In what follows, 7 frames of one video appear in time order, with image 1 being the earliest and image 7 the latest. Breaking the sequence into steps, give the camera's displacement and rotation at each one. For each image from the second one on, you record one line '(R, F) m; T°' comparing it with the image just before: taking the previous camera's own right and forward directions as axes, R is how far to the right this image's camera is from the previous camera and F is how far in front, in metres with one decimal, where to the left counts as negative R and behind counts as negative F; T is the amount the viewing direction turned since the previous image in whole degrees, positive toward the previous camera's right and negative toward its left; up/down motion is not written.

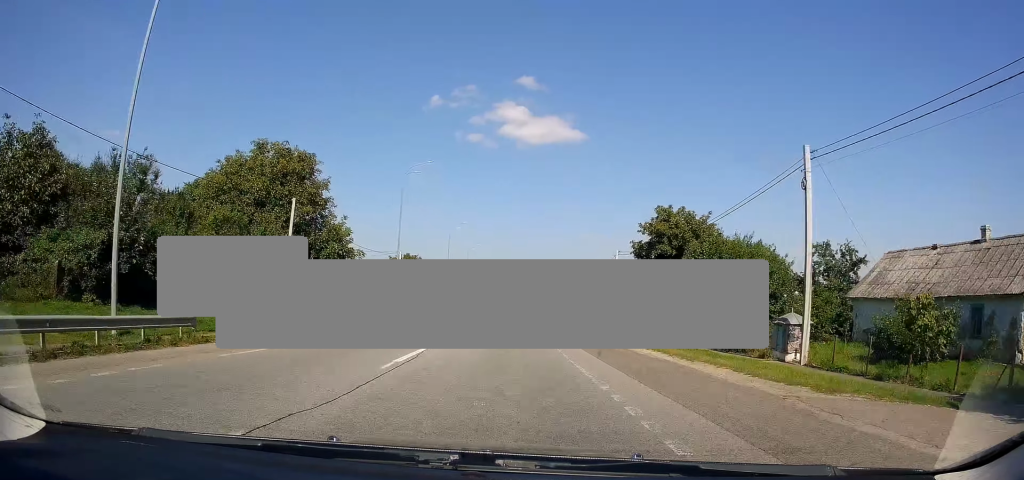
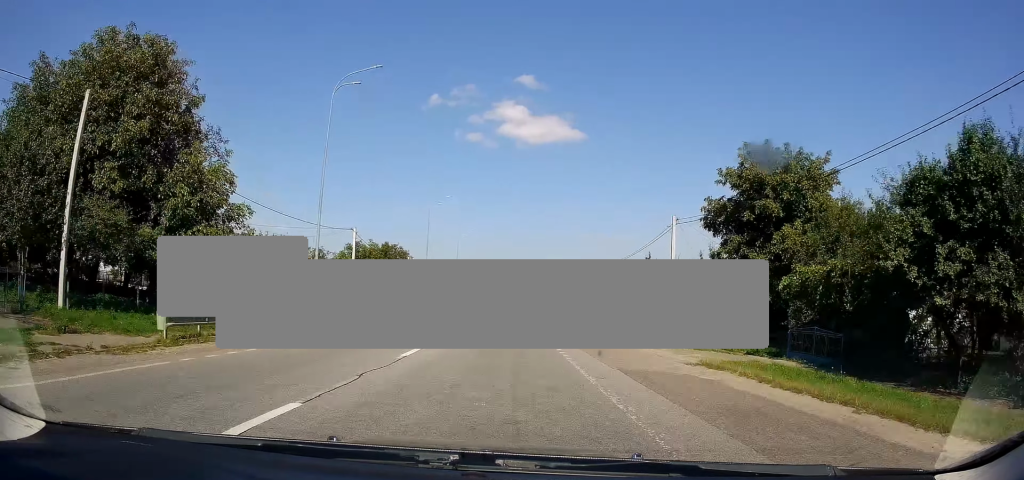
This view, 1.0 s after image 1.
(-0.3, +21.4) m; 0°
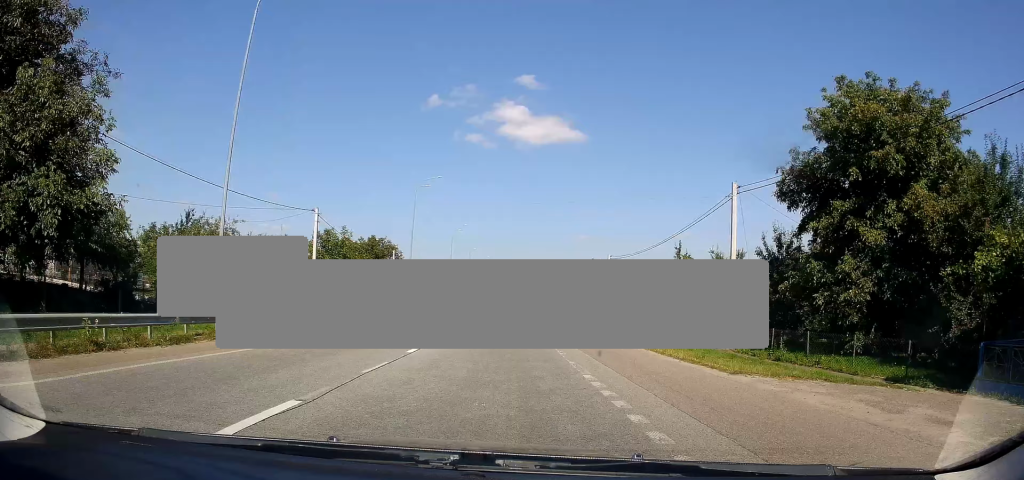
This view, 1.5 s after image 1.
(+0.1, +10.7) m; 0°
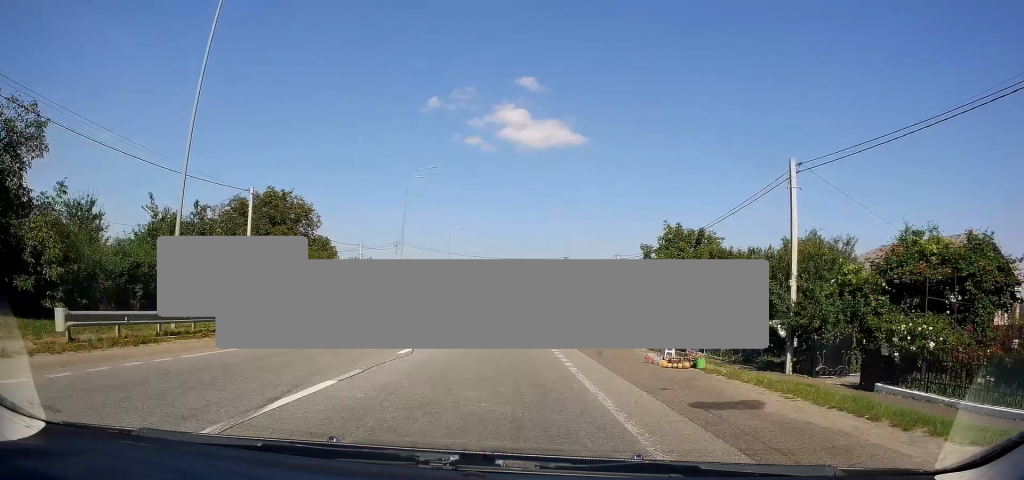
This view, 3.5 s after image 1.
(+0.1, +41.9) m; 0°
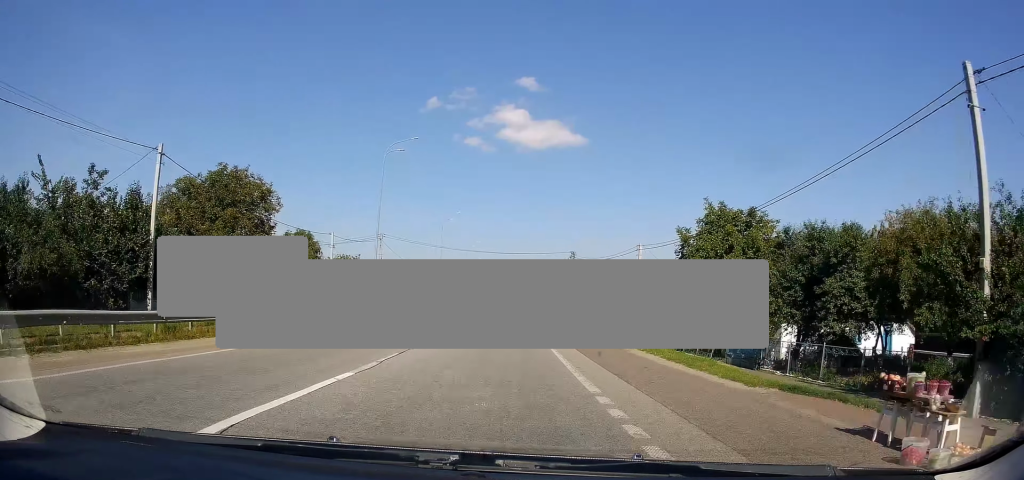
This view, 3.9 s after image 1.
(-0.2, +9.8) m; 0°
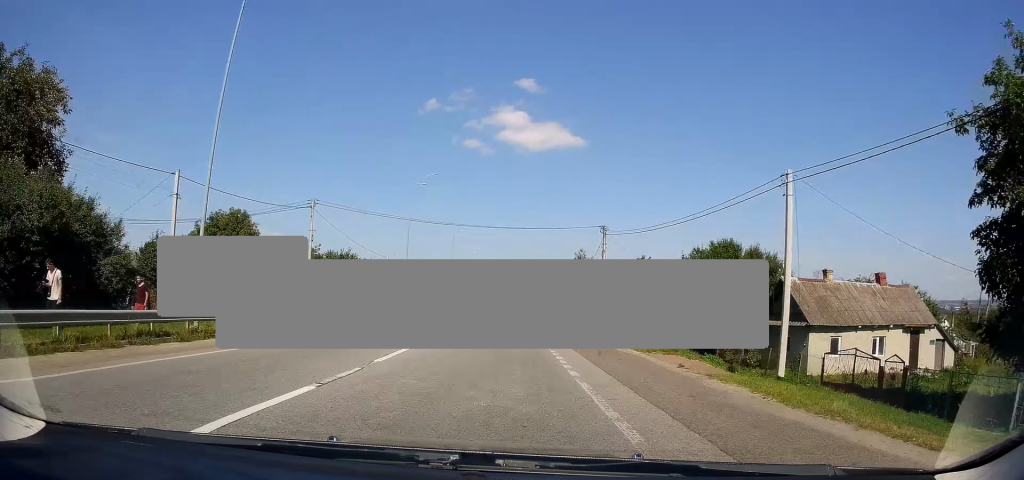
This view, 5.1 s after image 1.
(+0.6, +26.0) m; +1°
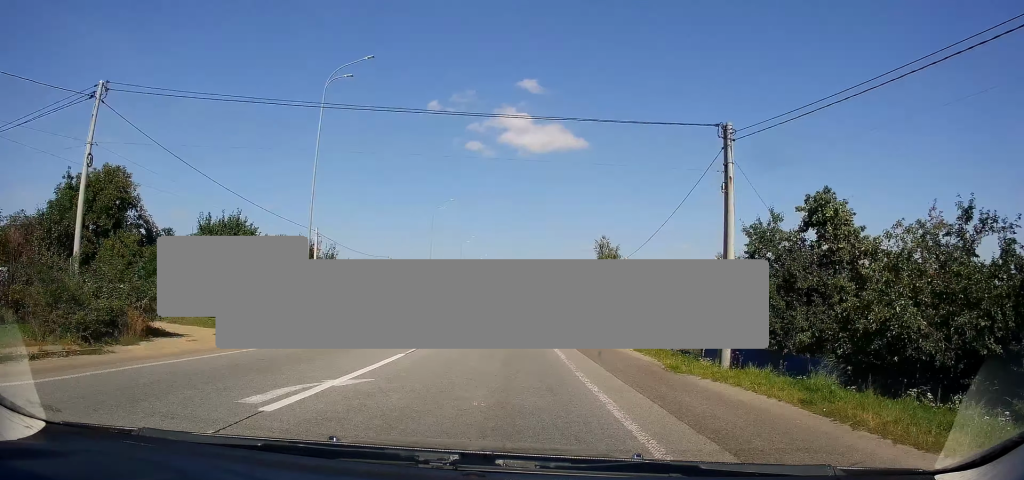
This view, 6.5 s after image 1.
(-0.4, +29.0) m; -1°
